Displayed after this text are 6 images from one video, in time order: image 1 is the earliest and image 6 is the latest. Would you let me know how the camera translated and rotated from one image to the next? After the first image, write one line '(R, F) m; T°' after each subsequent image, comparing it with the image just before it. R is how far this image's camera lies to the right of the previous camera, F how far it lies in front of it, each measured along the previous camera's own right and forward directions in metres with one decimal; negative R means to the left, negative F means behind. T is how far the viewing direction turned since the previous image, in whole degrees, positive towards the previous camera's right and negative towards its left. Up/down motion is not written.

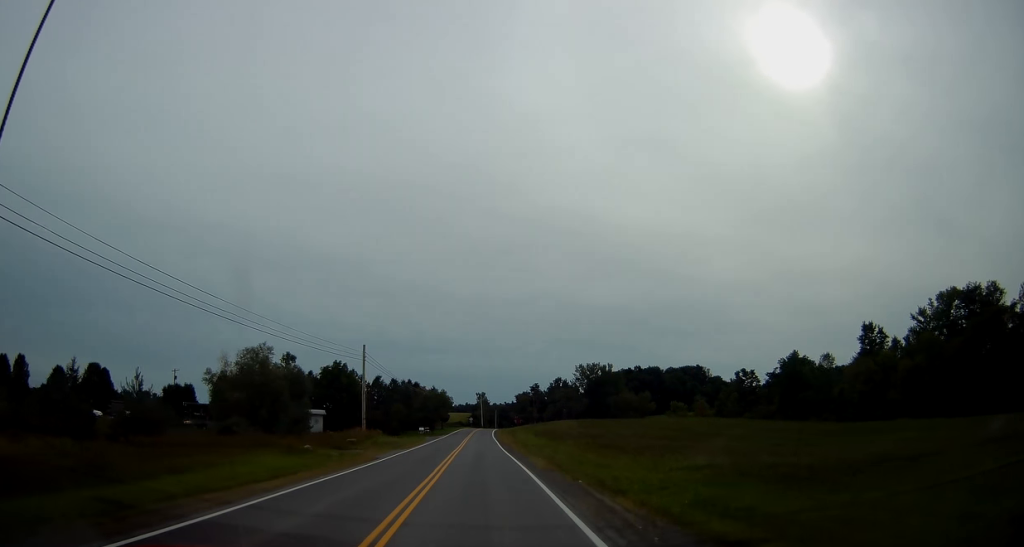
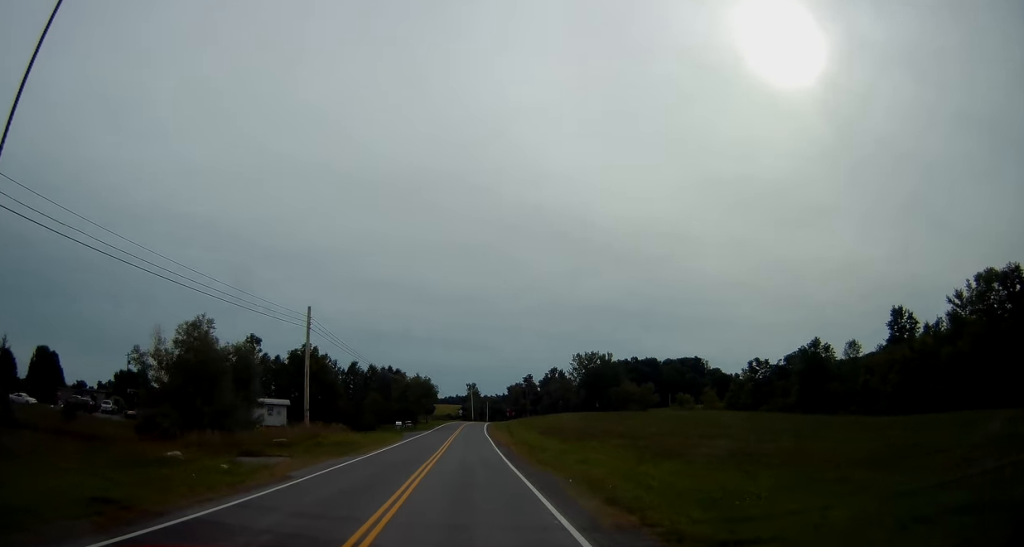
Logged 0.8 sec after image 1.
(0.0, +13.4) m; -1°
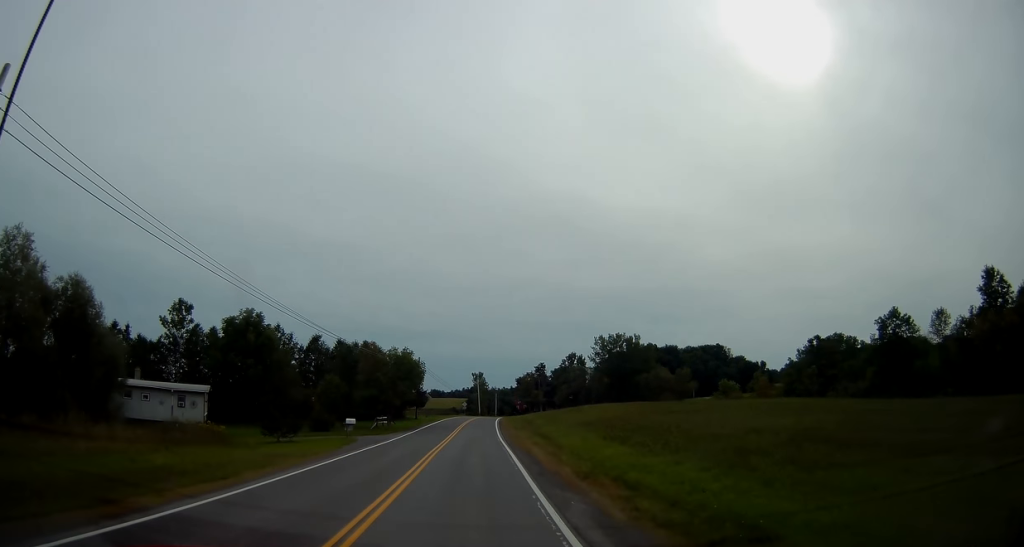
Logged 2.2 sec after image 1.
(-0.1, +26.2) m; +1°
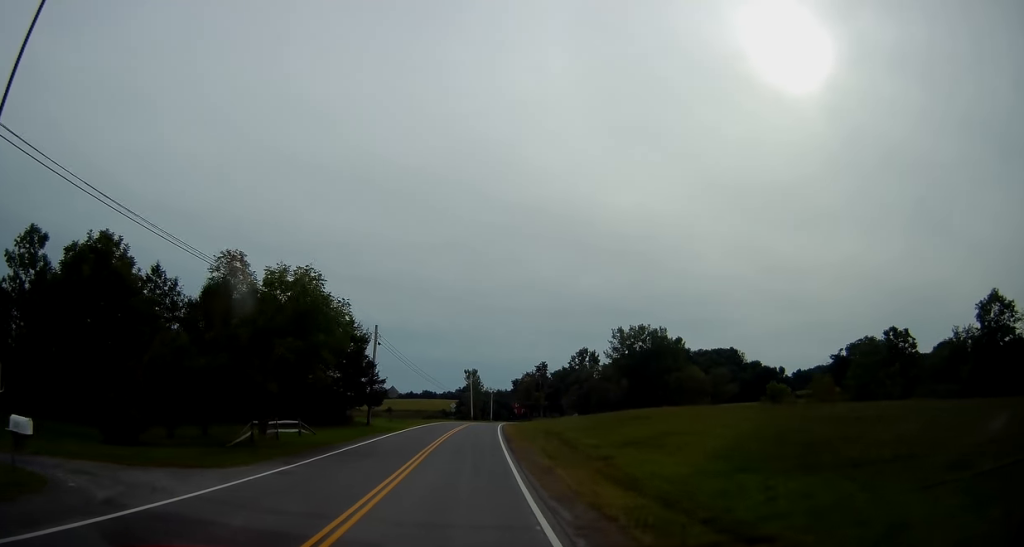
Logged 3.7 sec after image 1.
(+0.2, +27.9) m; +1°
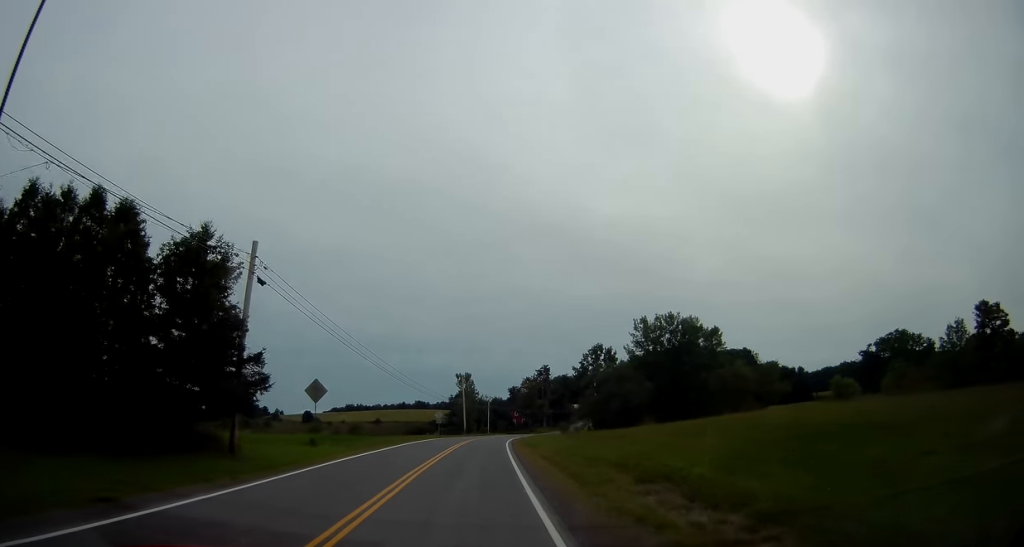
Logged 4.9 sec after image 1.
(+0.2, +24.9) m; +1°
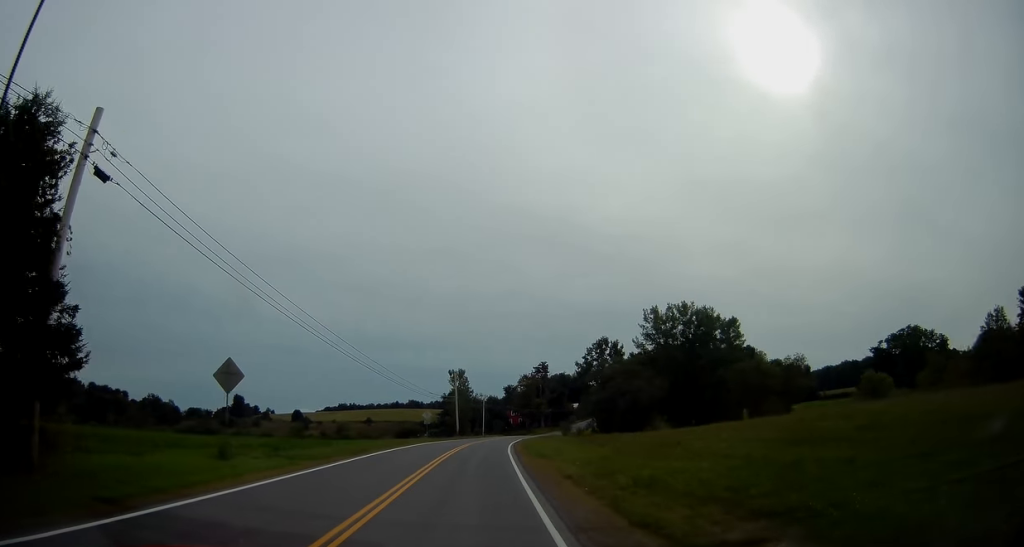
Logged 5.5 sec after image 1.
(-0.1, +10.6) m; 0°
